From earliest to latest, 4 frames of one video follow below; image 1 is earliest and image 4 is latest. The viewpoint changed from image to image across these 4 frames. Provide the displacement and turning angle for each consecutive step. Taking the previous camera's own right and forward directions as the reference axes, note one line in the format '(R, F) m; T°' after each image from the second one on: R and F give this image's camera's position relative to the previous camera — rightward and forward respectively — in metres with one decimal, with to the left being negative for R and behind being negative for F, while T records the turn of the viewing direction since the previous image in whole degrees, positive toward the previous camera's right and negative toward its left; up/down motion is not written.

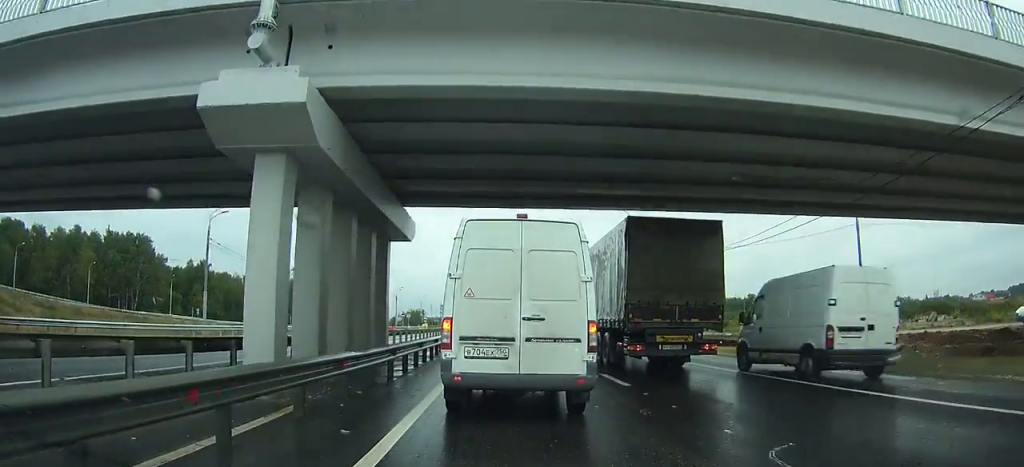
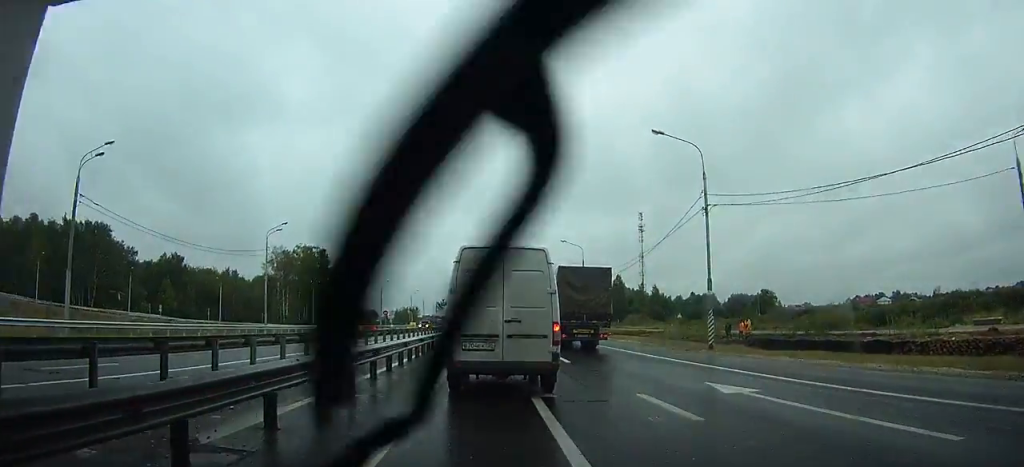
(-0.3, +18.0) m; -1°
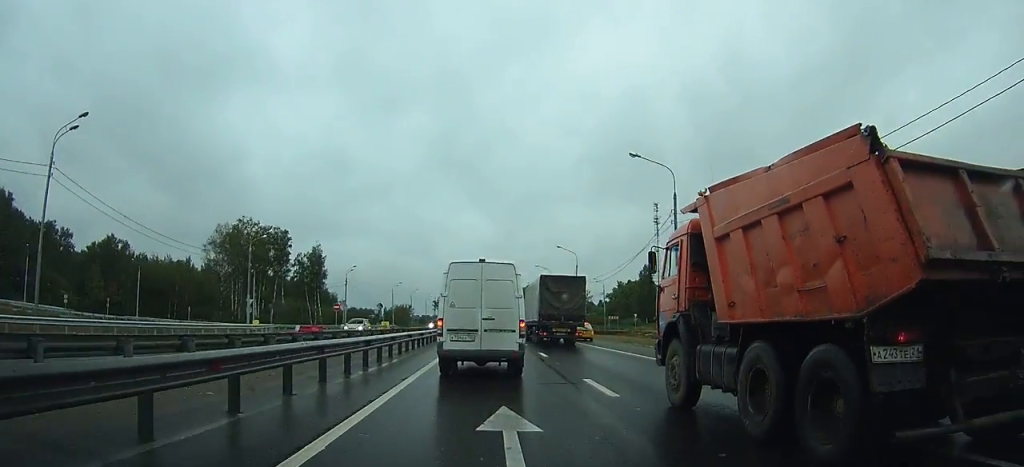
(0.0, +31.0) m; 0°
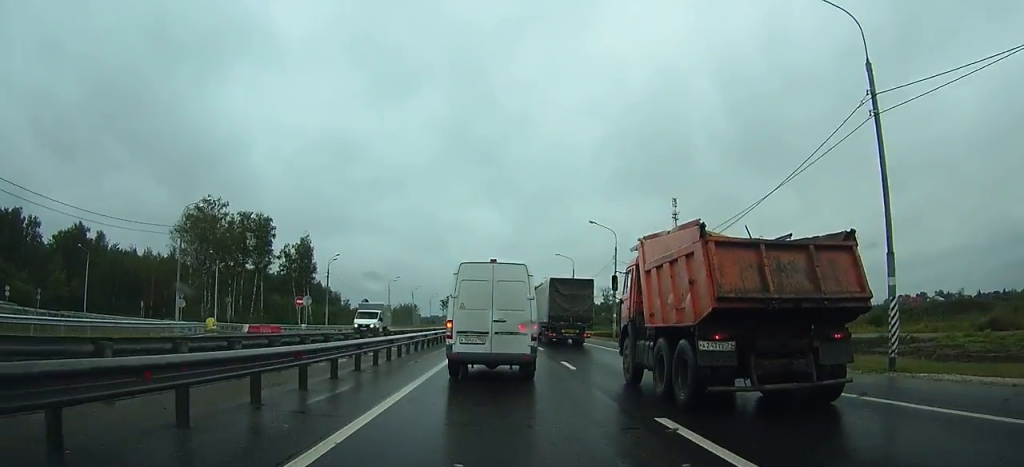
(0.0, +18.3) m; 0°
